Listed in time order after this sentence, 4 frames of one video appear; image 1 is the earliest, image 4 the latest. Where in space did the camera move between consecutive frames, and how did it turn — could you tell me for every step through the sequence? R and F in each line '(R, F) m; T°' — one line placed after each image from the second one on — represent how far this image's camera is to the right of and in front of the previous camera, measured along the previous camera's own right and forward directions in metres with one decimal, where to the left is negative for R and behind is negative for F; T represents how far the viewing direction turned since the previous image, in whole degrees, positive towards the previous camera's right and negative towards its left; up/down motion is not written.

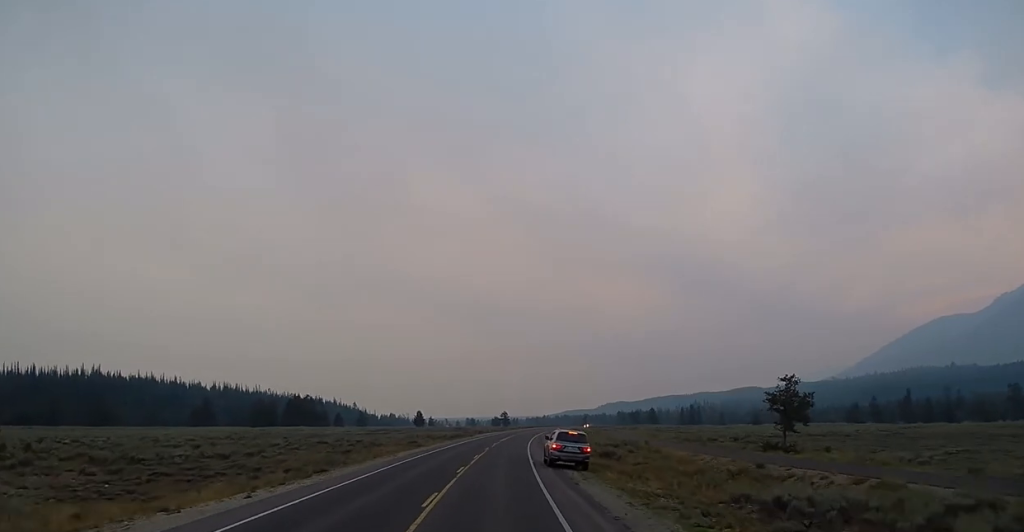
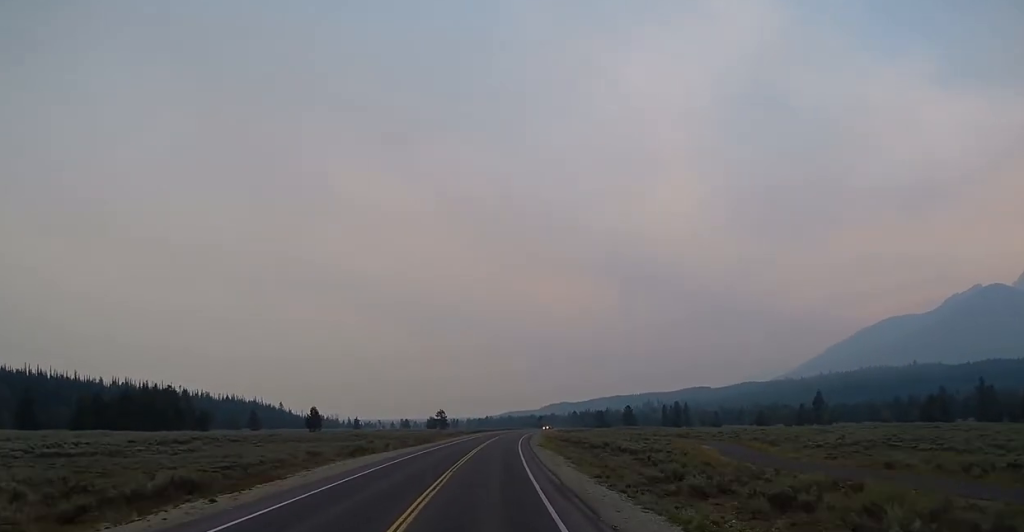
(+3.9, +80.3) m; +5°
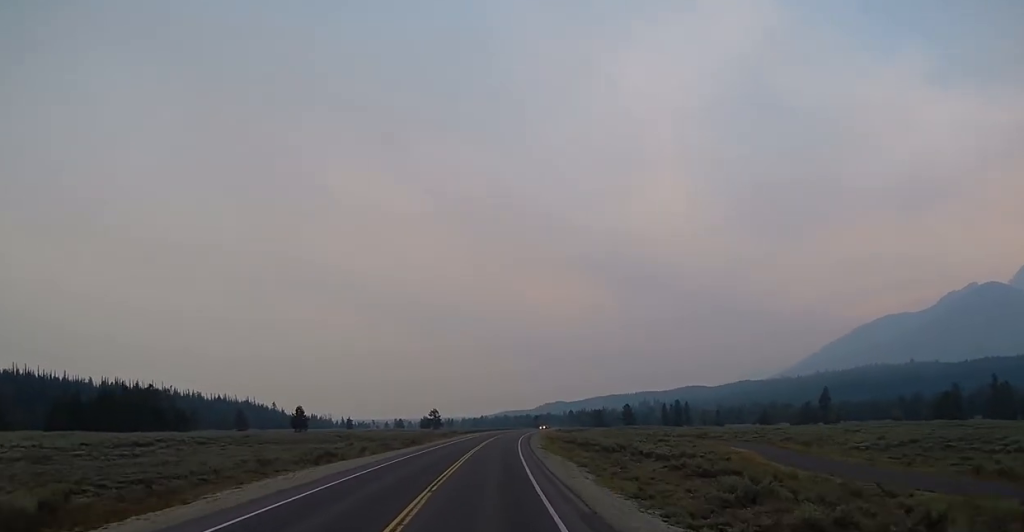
(+0.2, +8.8) m; +1°
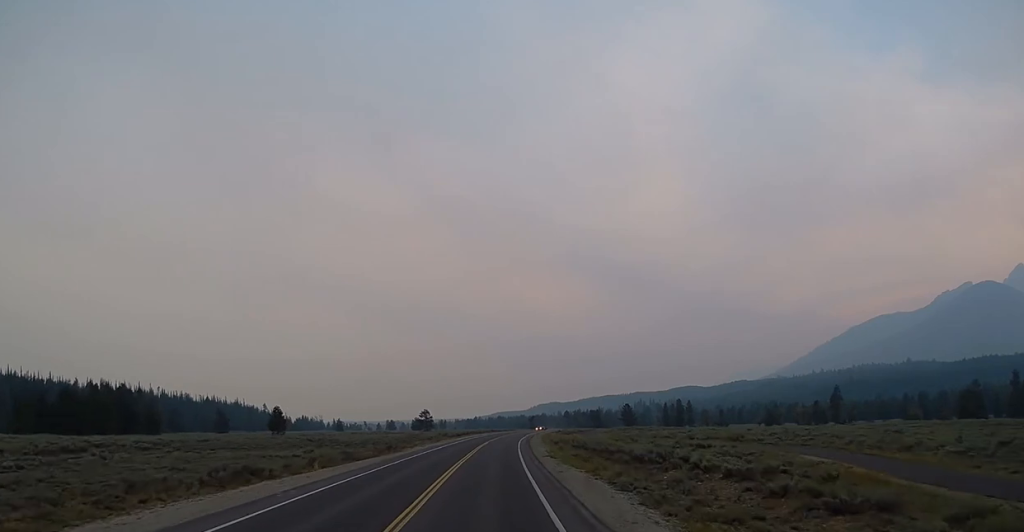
(+0.2, +12.6) m; +1°
